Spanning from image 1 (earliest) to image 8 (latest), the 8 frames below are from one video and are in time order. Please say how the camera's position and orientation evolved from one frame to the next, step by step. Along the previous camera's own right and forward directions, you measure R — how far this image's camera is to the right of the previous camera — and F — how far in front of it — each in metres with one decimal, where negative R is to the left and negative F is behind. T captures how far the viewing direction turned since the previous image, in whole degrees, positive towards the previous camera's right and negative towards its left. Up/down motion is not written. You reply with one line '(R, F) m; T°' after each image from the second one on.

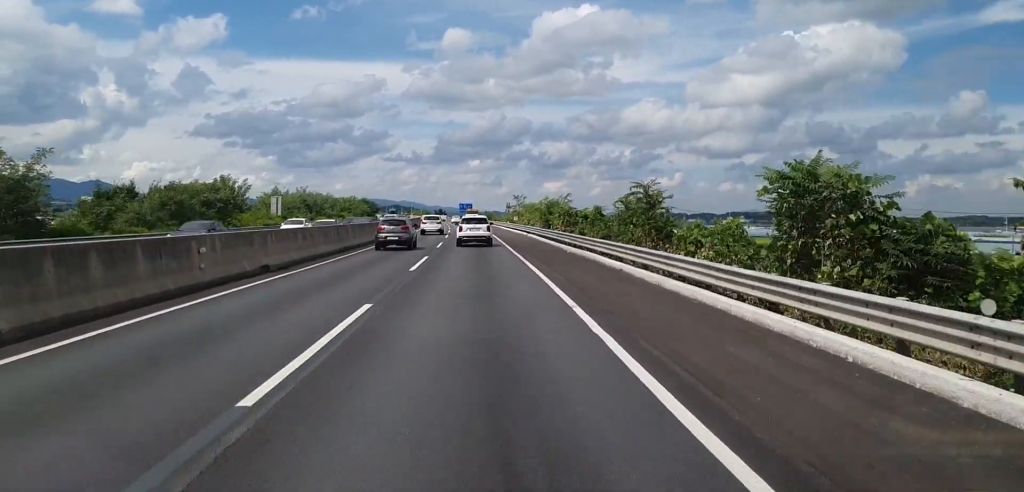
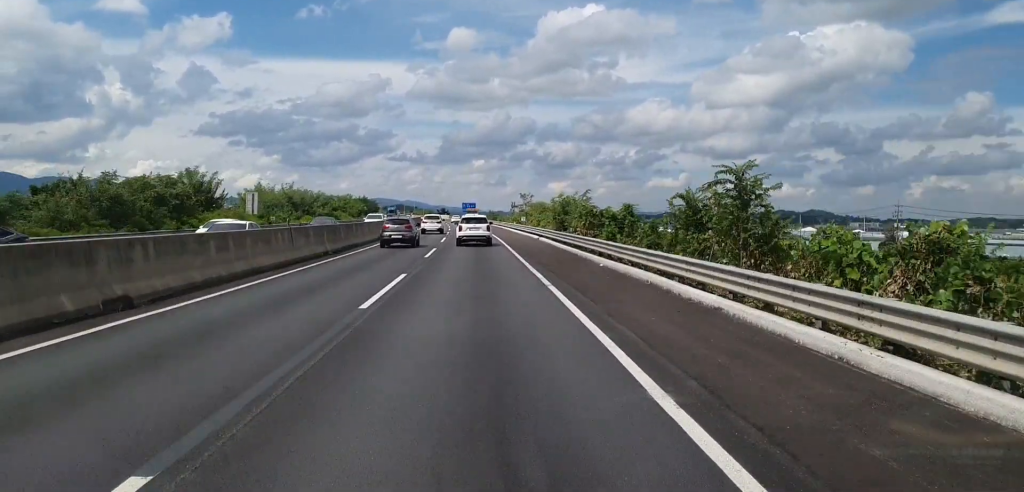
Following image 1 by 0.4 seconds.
(-0.1, +10.0) m; -1°
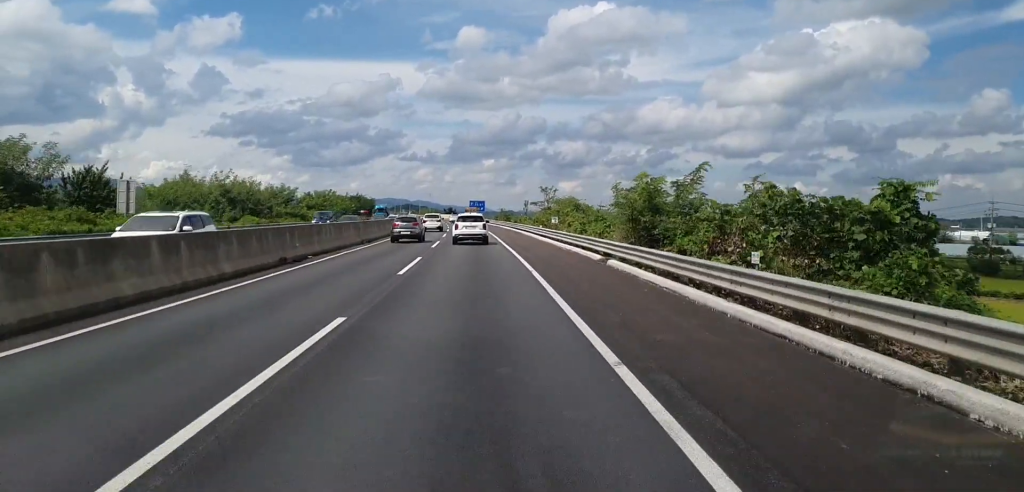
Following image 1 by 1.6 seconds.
(-0.3, +27.5) m; 0°
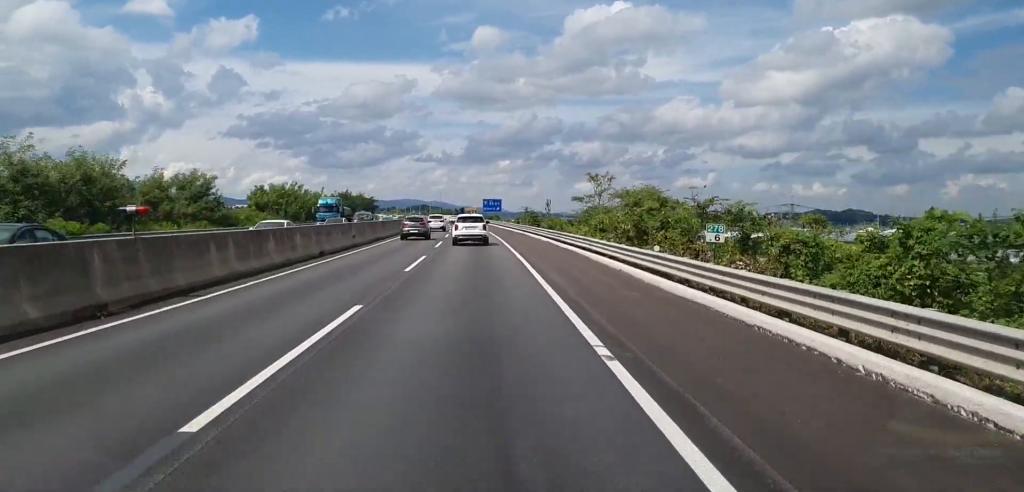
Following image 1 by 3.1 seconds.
(+0.6, +33.6) m; 0°
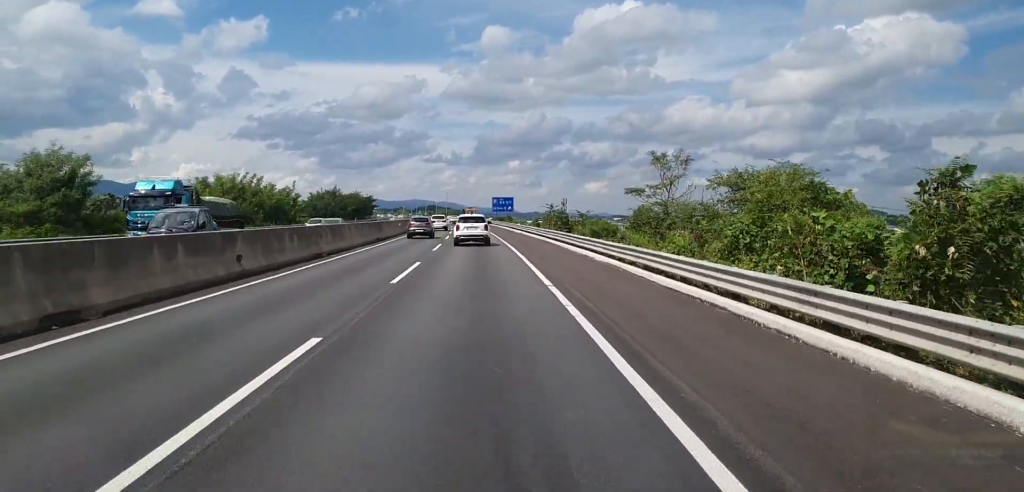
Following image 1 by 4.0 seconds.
(-0.9, +21.3) m; -1°
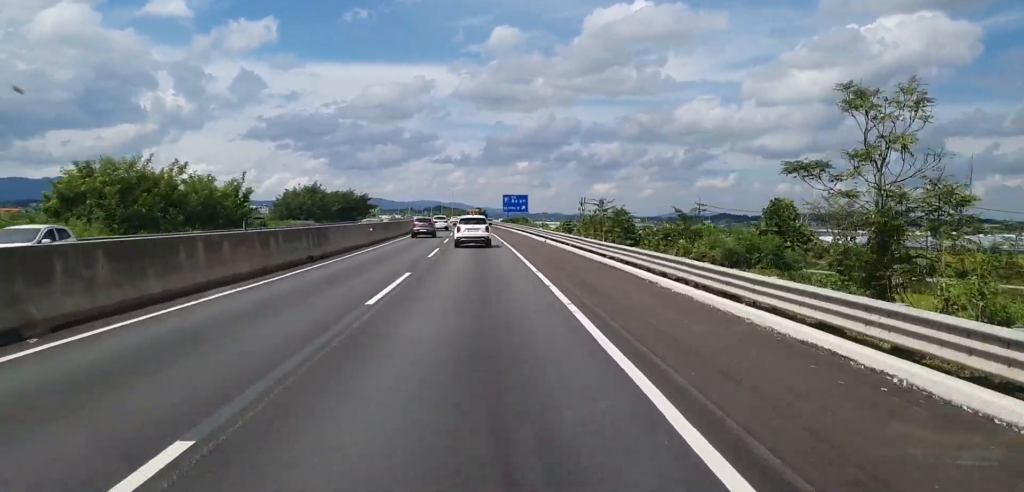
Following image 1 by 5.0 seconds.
(+0.2, +21.9) m; -1°
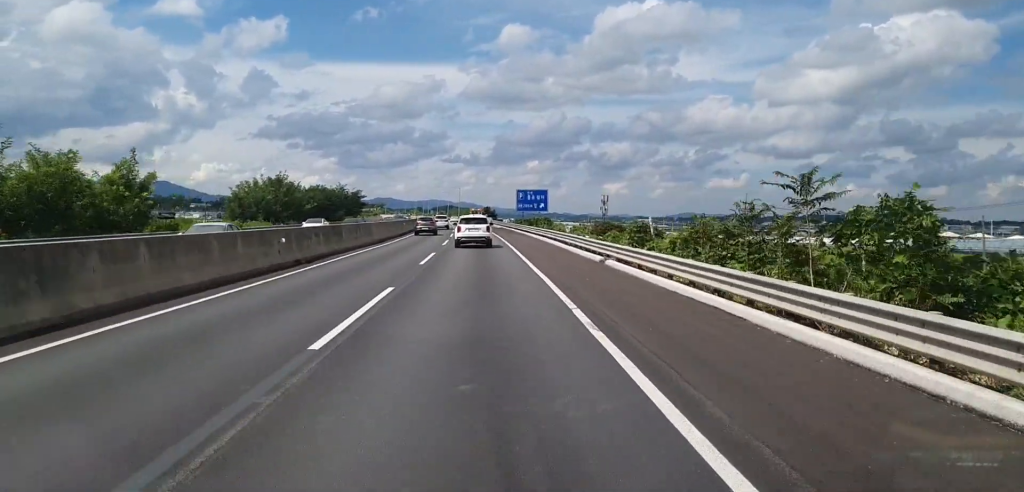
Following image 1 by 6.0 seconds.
(-0.5, +22.6) m; -1°
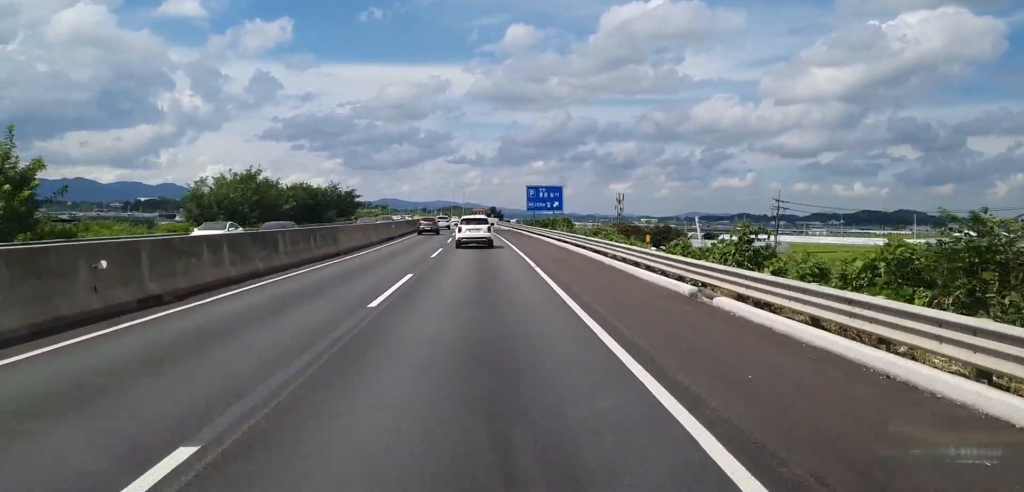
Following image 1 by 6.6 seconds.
(0.0, +13.5) m; -1°
